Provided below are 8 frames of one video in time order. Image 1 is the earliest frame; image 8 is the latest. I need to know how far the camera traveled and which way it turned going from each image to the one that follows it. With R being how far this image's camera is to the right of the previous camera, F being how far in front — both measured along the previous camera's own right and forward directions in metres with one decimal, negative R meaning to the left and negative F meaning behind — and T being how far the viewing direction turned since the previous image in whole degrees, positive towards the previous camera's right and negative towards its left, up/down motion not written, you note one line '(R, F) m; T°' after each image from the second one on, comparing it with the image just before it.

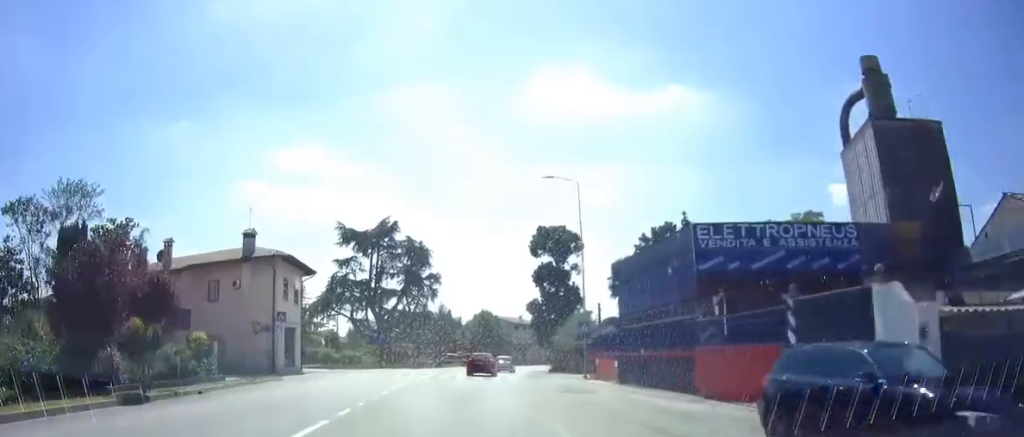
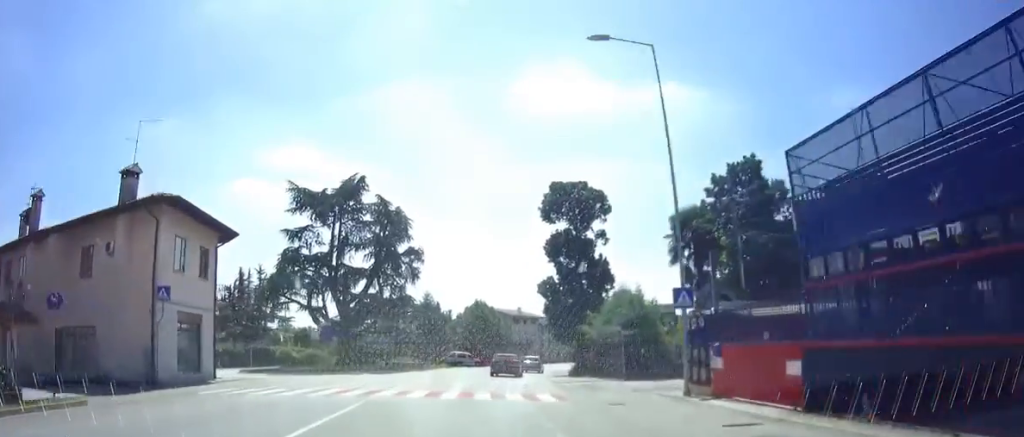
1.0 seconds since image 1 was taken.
(0.0, +14.8) m; +2°
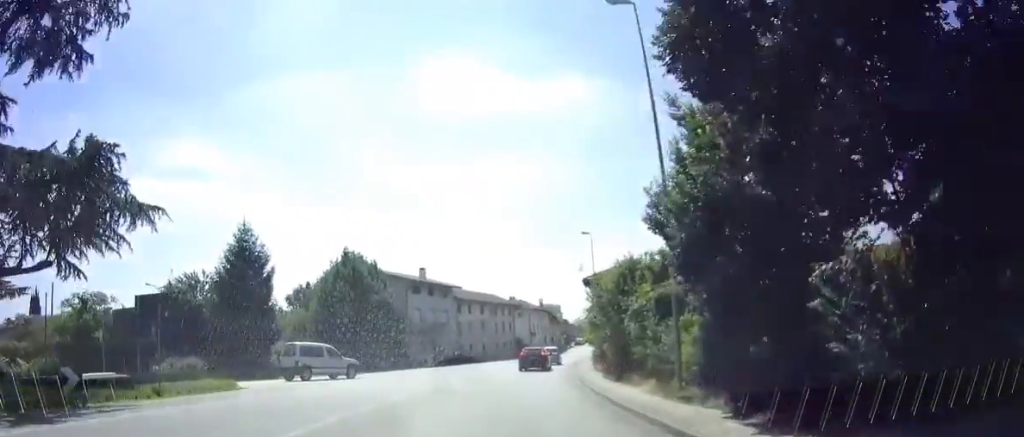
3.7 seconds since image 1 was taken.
(+2.6, +38.7) m; +9°
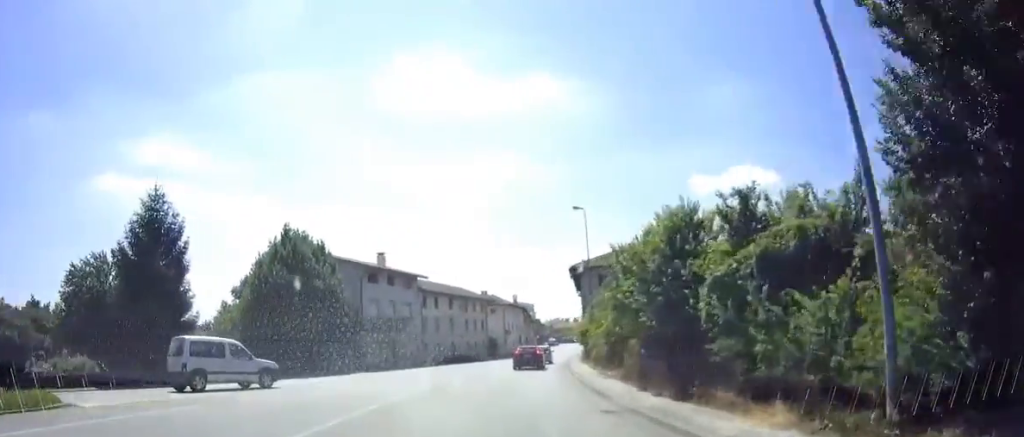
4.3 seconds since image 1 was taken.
(+0.3, +8.4) m; +4°
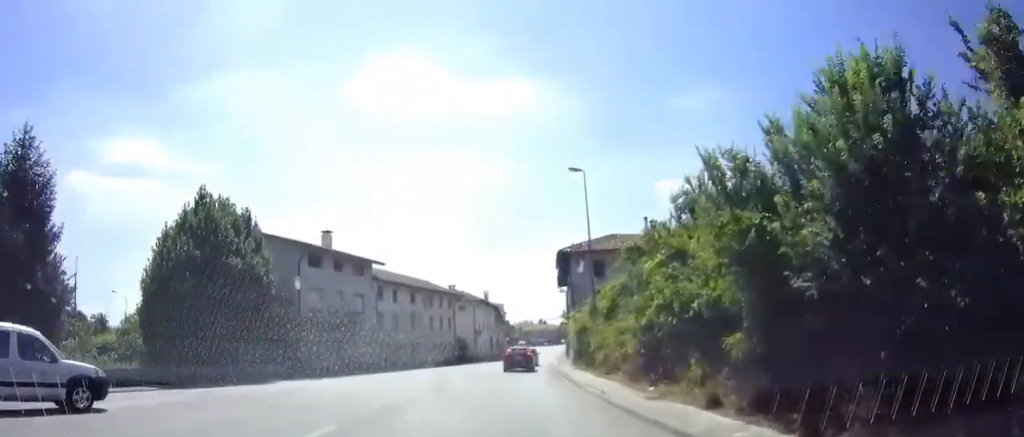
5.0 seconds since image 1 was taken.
(+0.2, +9.4) m; +5°
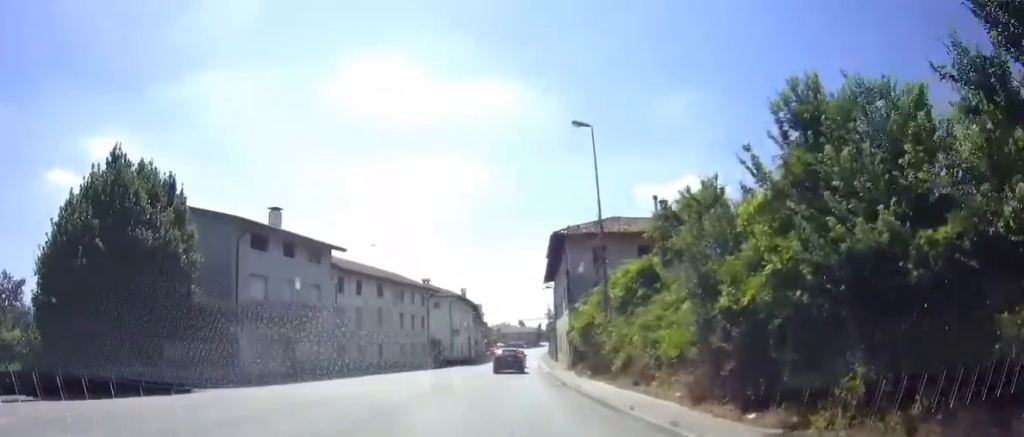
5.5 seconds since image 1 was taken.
(+0.4, +6.6) m; +2°
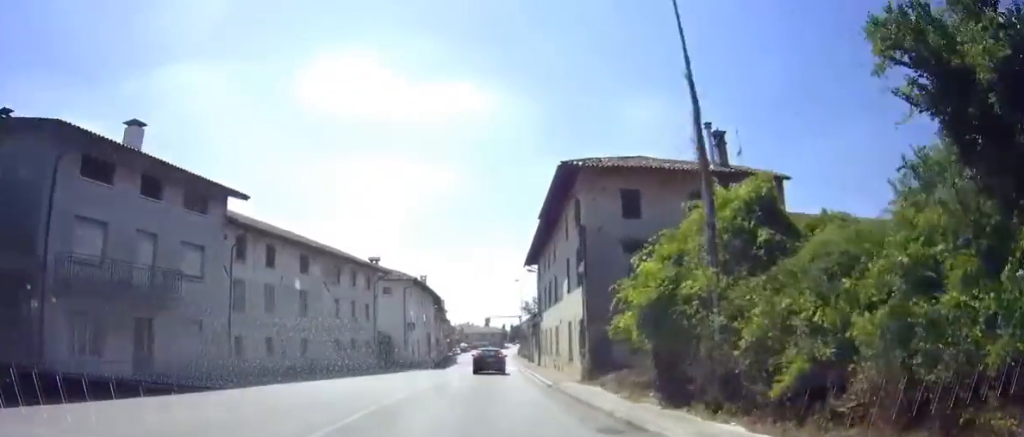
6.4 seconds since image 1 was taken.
(+0.5, +12.7) m; +2°
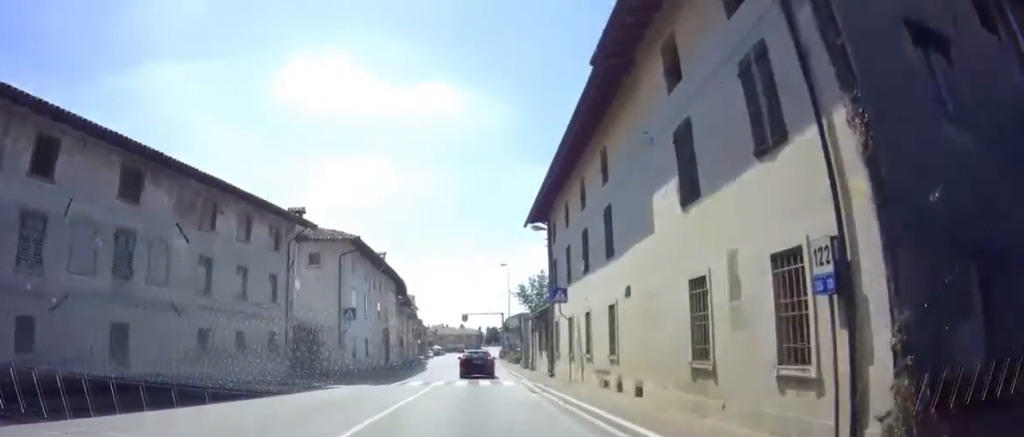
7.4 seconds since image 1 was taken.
(+0.1, +15.1) m; +1°
